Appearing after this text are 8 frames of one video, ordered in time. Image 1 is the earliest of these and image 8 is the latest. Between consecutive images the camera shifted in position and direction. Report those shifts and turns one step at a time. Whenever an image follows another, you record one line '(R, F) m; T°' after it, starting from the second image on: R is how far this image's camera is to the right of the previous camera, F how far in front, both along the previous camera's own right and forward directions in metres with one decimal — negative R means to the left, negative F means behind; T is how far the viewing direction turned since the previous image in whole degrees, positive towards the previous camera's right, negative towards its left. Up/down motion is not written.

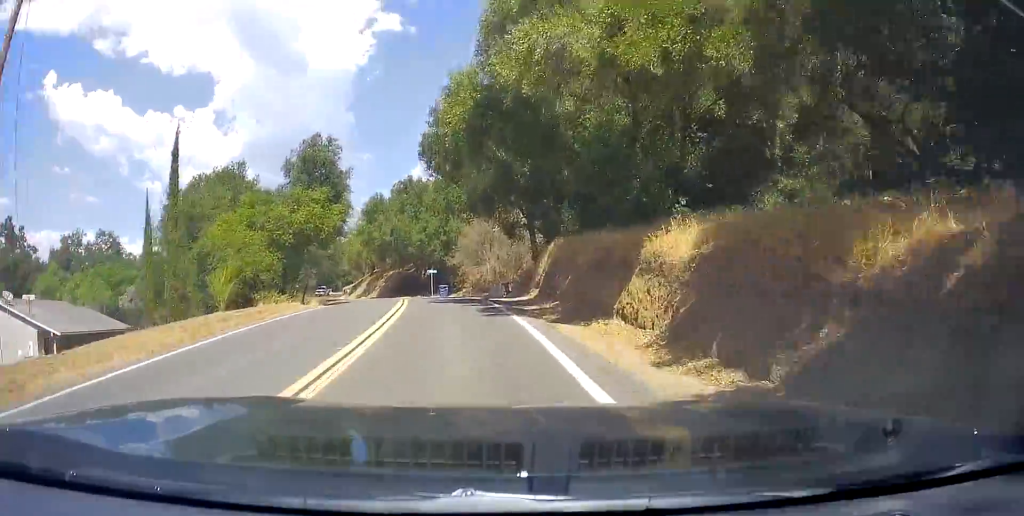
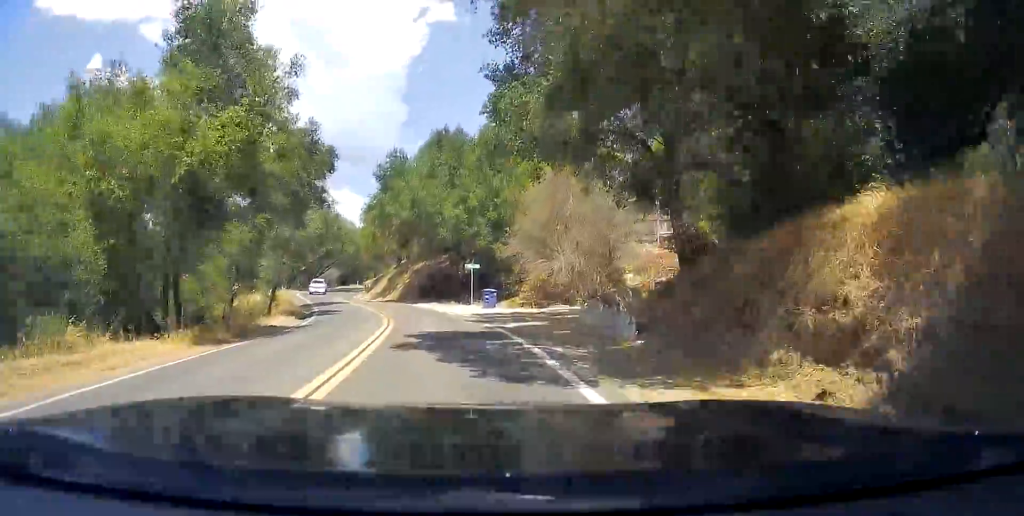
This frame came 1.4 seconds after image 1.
(-0.3, +22.3) m; -2°
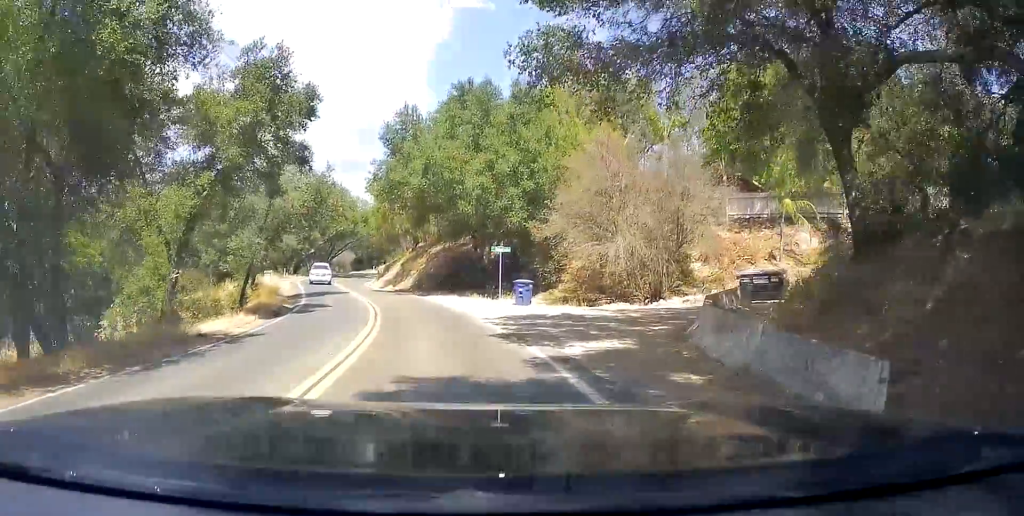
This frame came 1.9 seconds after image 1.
(-0.2, +8.4) m; -3°
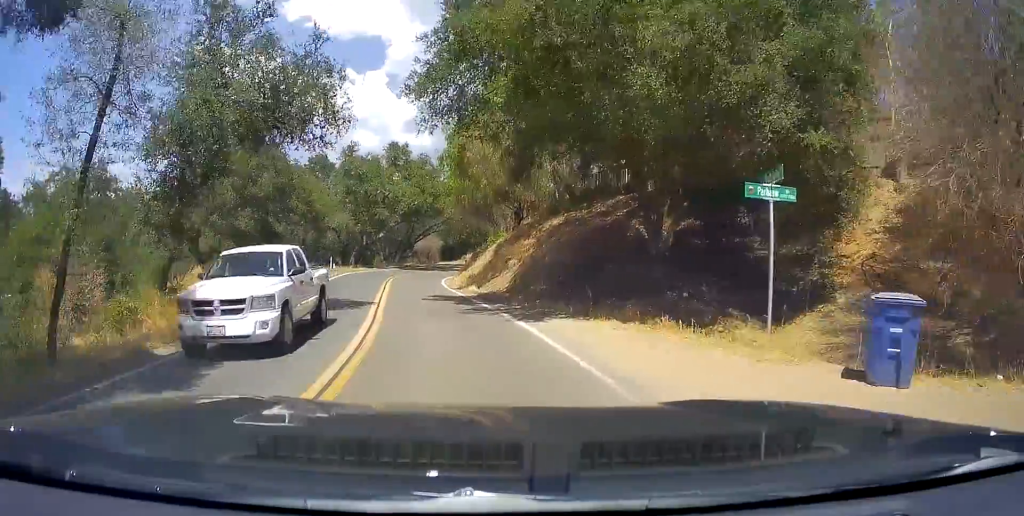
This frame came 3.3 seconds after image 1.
(-1.2, +19.3) m; -7°
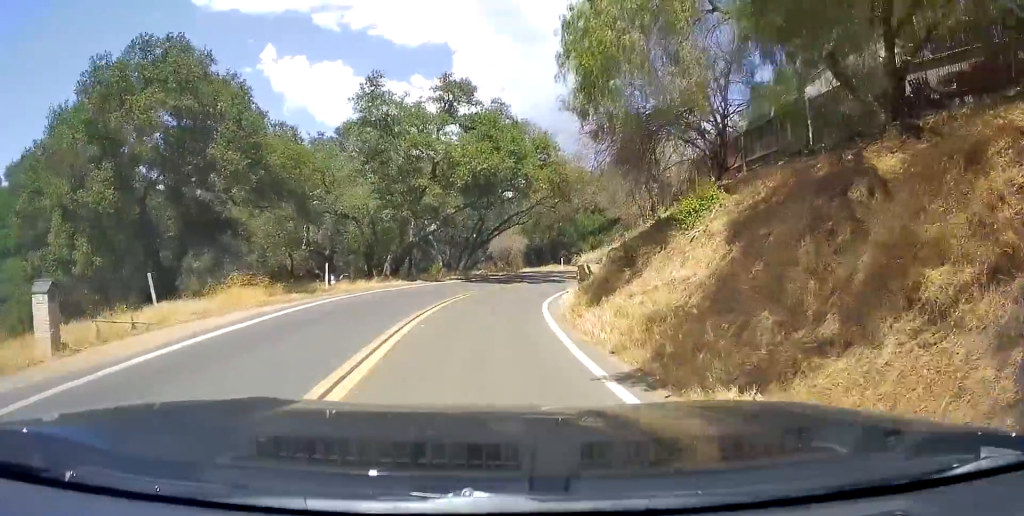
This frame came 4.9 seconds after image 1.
(-2.5, +21.3) m; -11°
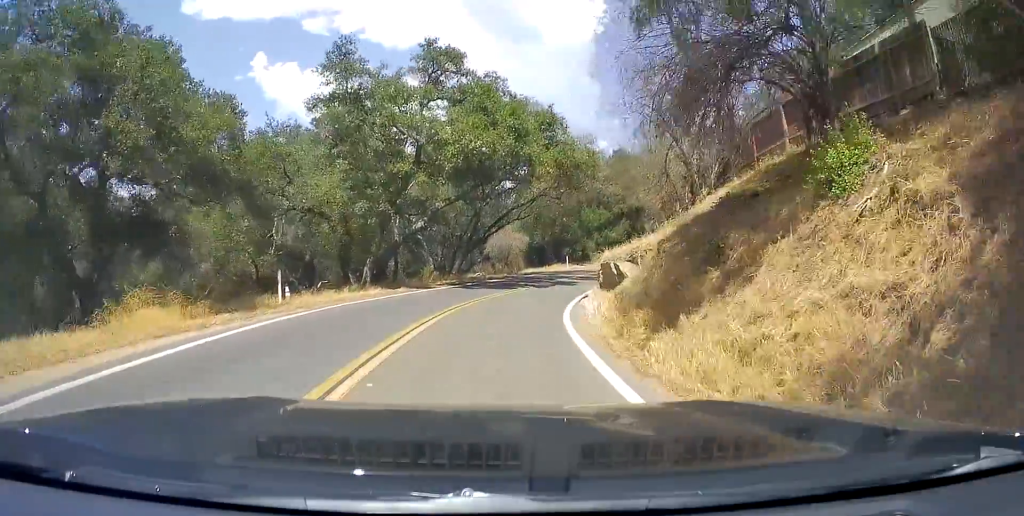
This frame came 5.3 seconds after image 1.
(-0.6, +5.7) m; -1°
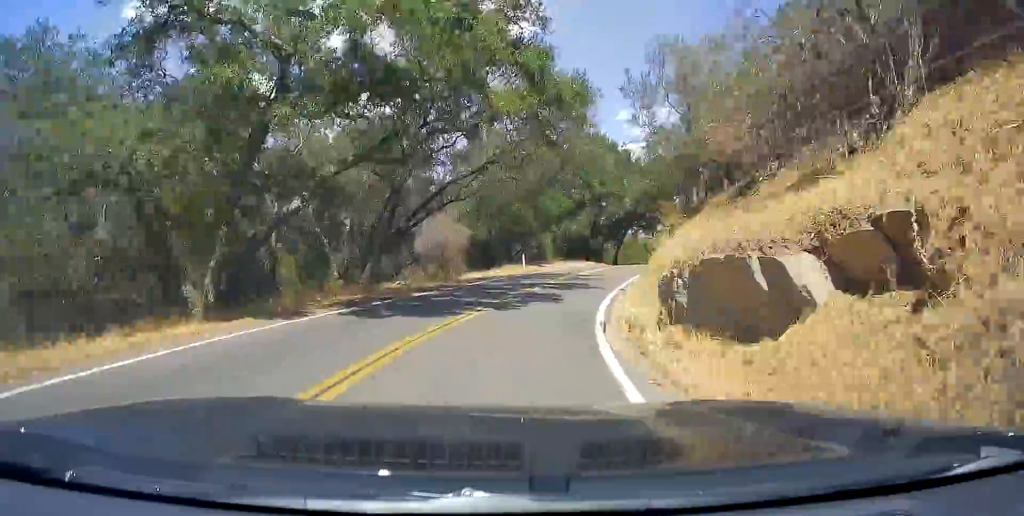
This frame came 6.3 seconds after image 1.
(+0.9, +13.7) m; +7°
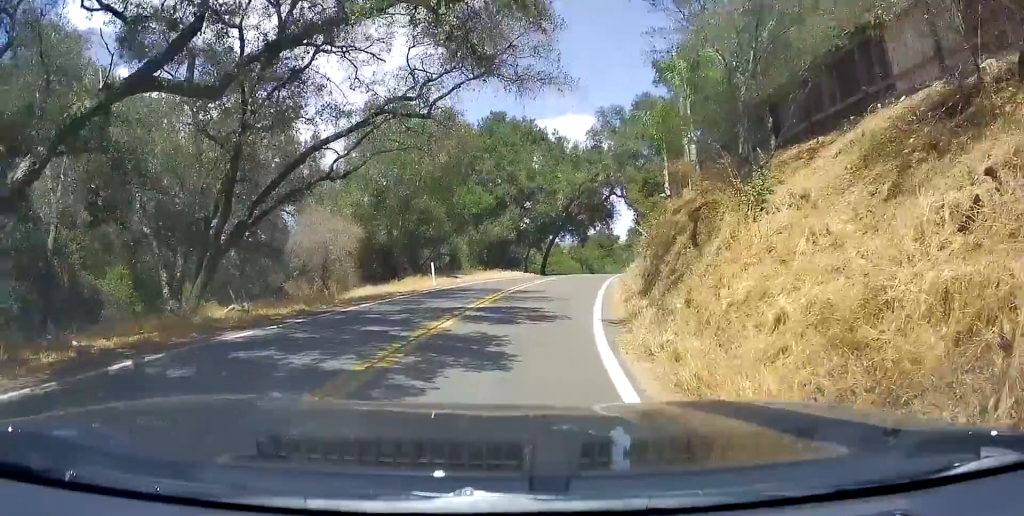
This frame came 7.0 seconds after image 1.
(+0.5, +10.6) m; +6°
